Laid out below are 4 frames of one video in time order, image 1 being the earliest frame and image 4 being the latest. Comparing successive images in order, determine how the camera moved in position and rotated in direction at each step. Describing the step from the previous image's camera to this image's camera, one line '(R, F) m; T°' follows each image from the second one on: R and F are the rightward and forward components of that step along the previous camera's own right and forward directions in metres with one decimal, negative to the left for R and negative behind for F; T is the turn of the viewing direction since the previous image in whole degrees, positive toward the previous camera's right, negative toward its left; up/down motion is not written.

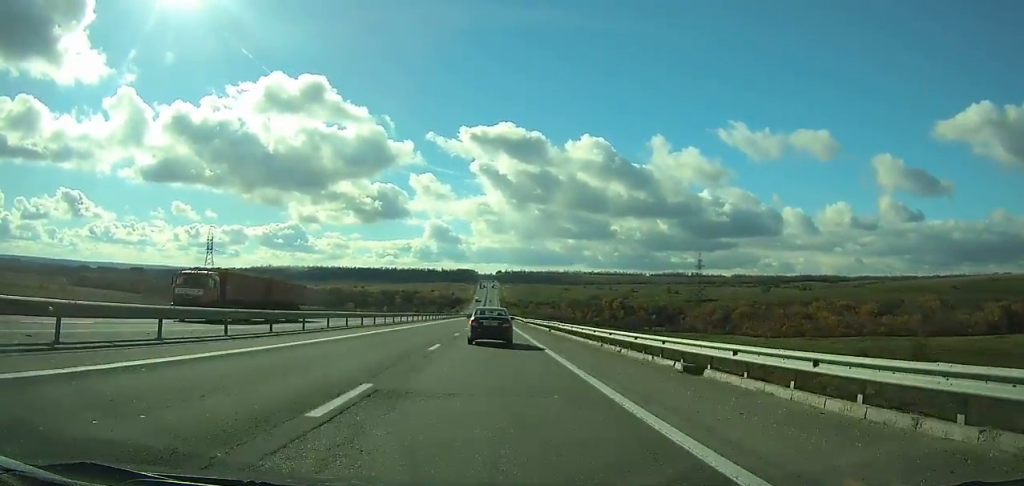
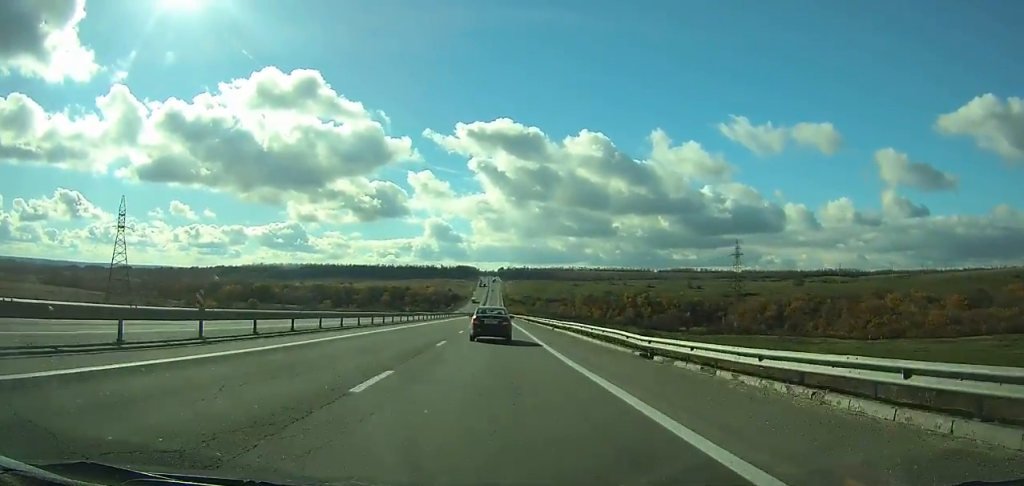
(-0.1, +72.7) m; 0°
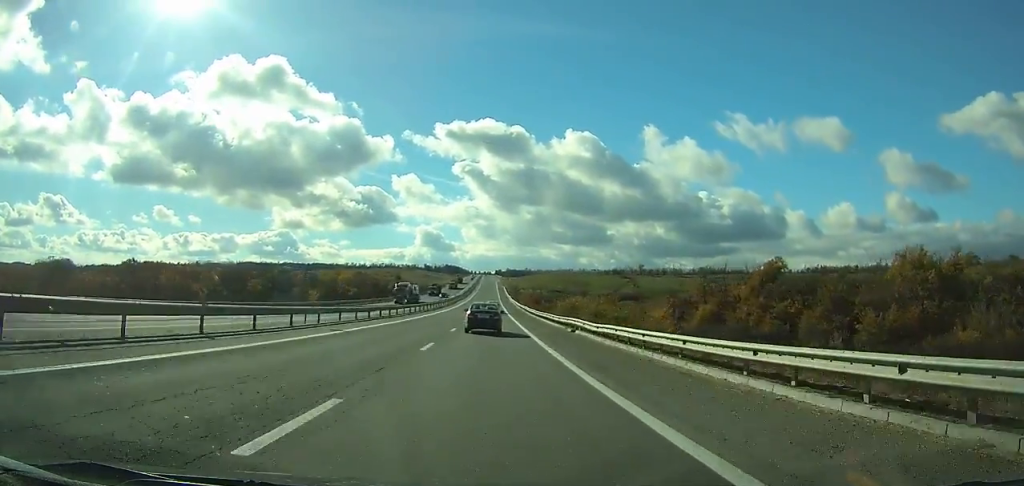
(+1.2, +282.9) m; 0°
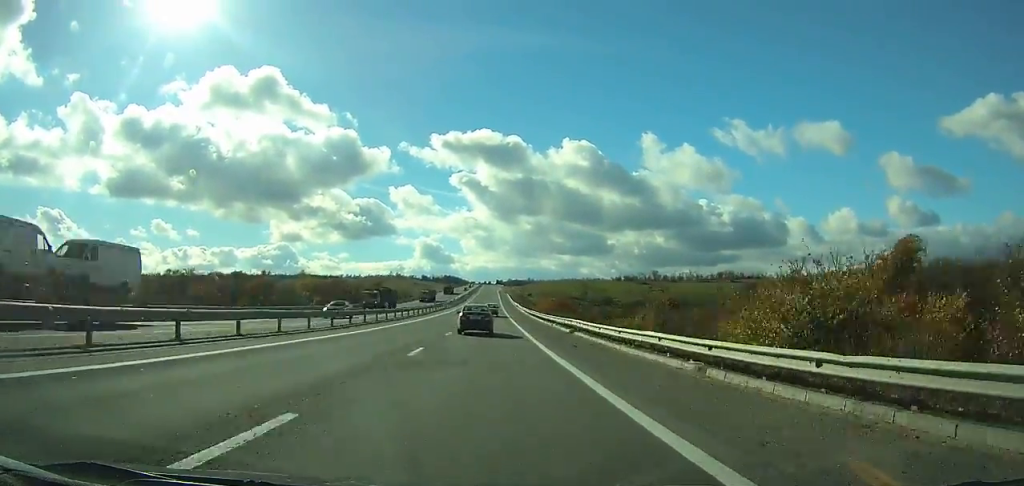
(-0.2, +49.9) m; 0°
